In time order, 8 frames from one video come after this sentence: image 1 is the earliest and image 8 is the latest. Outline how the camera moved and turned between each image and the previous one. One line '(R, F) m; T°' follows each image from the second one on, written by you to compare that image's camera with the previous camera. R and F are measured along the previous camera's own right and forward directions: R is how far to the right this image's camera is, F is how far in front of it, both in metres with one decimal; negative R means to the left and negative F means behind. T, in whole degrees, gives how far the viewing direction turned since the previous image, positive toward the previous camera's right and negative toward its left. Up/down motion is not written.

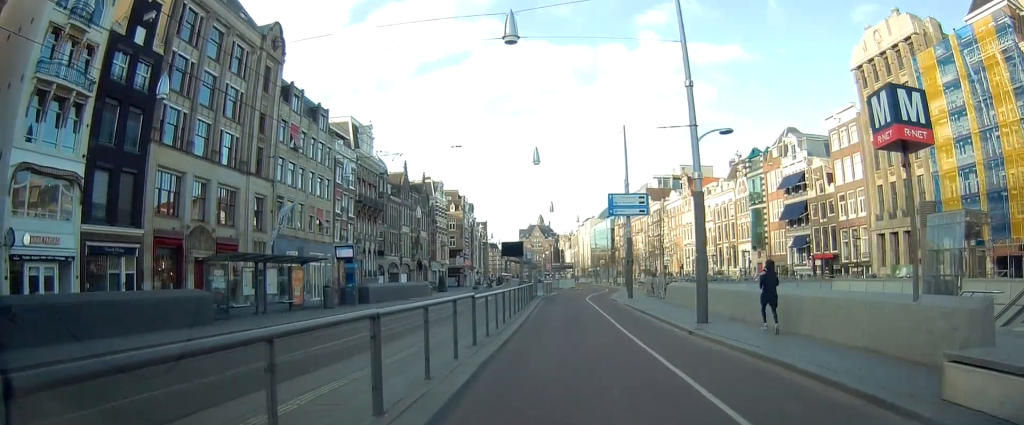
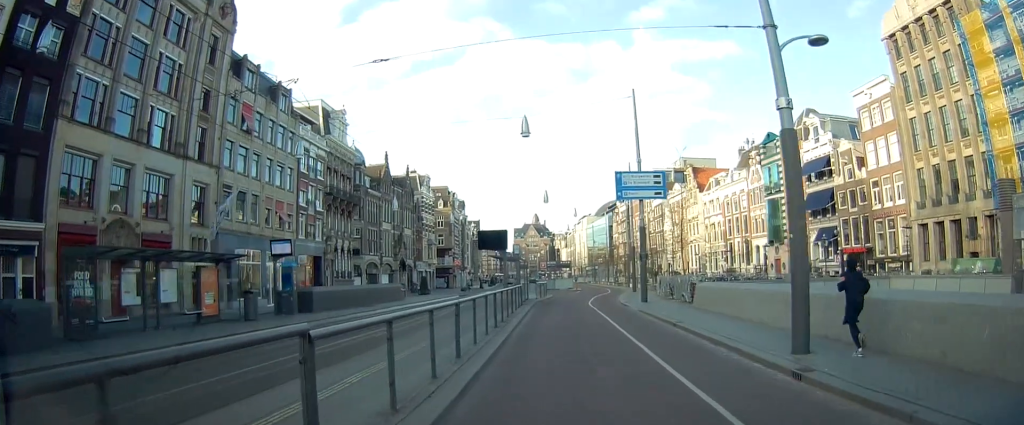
(-0.2, +8.7) m; -1°
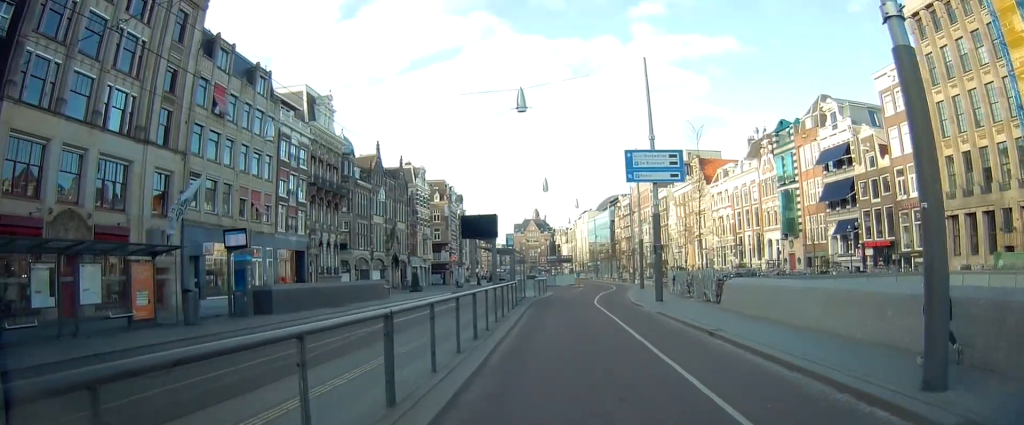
(0.0, +4.6) m; 0°
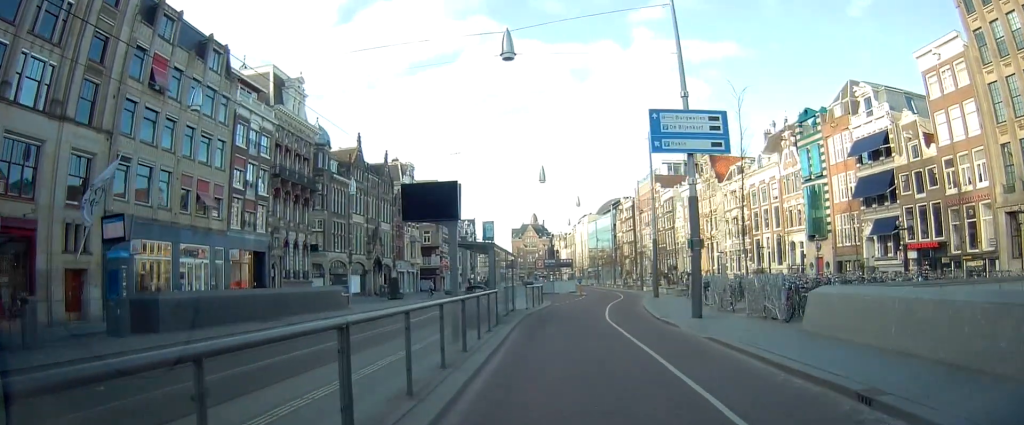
(-0.1, +8.0) m; 0°
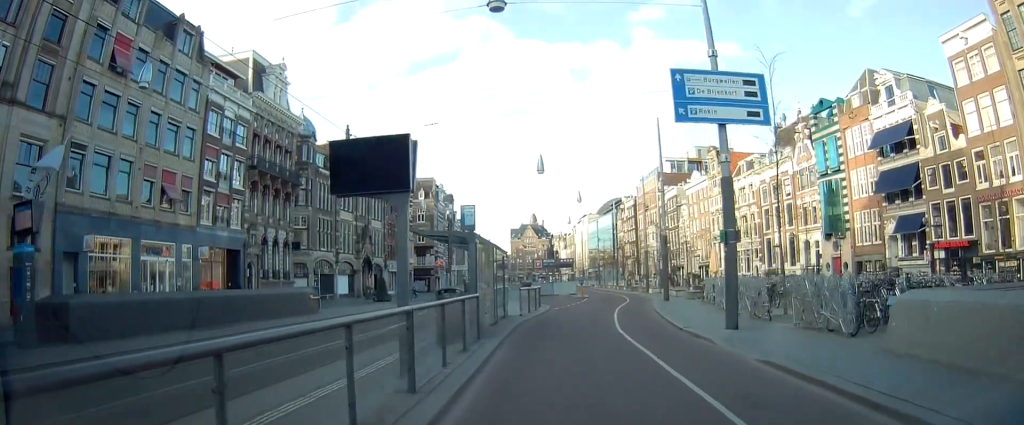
(0.0, +4.1) m; 0°
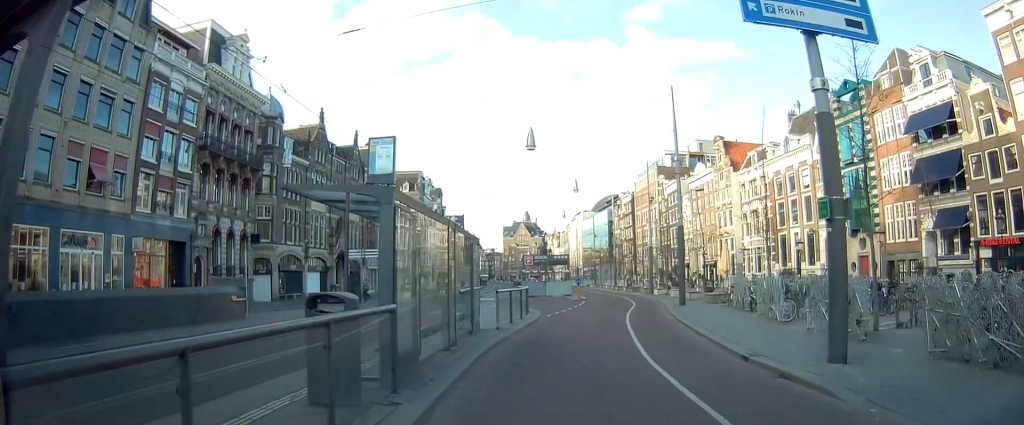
(+0.1, +6.7) m; +1°
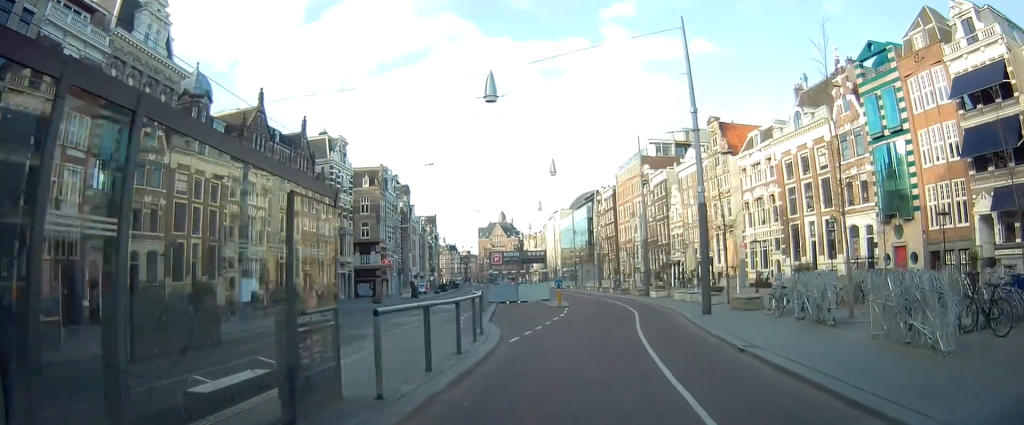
(0.0, +9.0) m; +2°
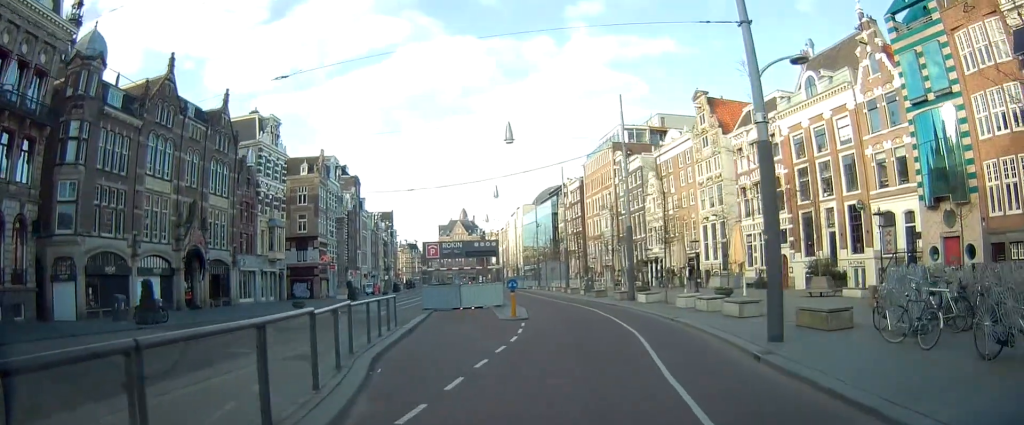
(+0.3, +10.0) m; +3°
